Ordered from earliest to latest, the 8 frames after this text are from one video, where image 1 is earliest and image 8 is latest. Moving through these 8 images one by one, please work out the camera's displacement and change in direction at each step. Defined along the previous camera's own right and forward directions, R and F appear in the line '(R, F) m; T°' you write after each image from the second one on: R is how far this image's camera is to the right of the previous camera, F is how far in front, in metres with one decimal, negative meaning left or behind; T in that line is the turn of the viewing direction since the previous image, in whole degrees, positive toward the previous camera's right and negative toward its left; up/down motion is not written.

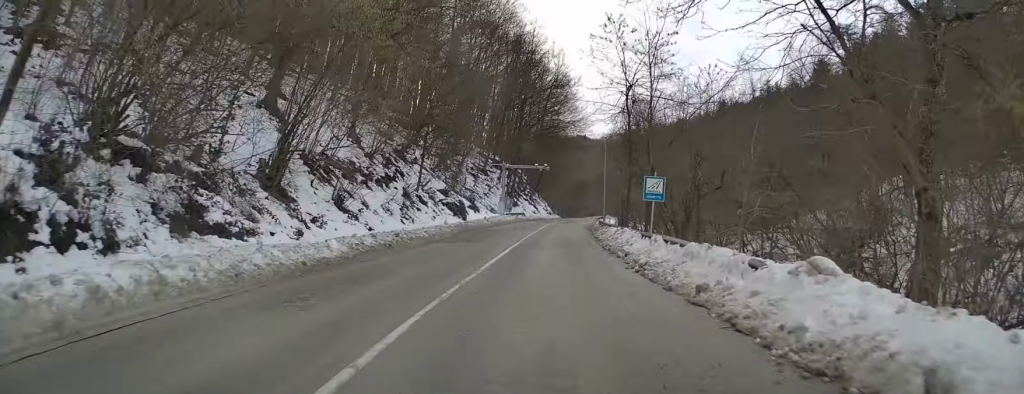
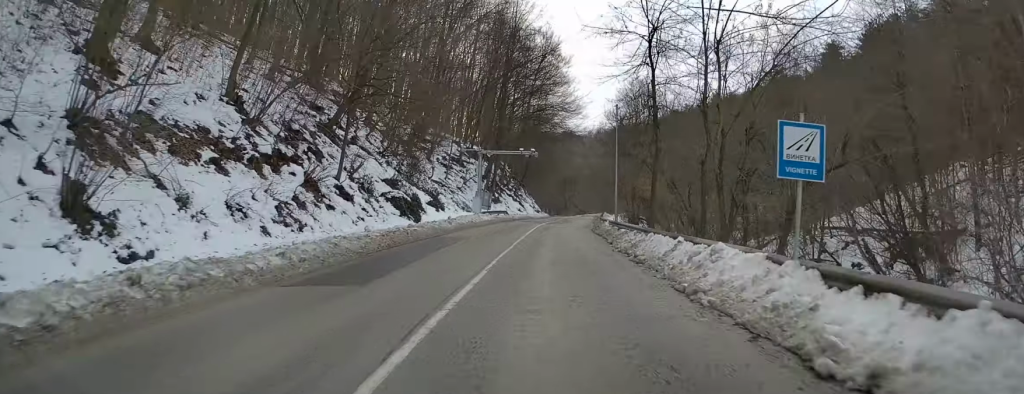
(+0.5, +14.3) m; +1°
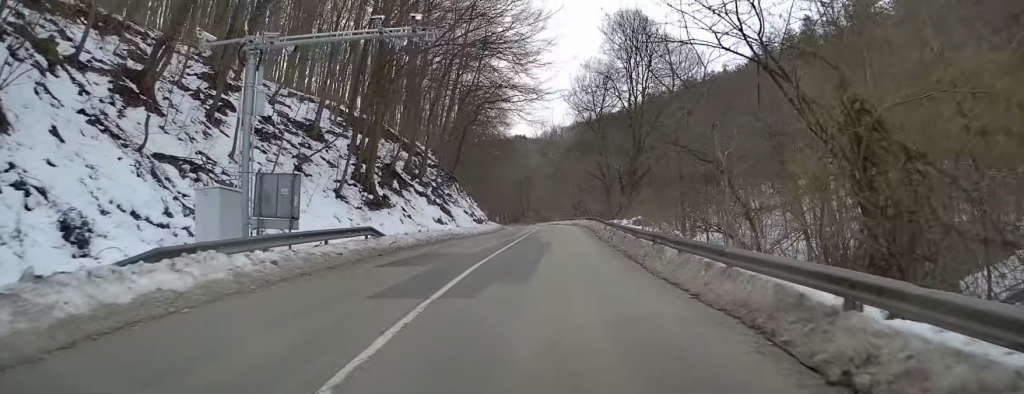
(-0.3, +39.2) m; +2°
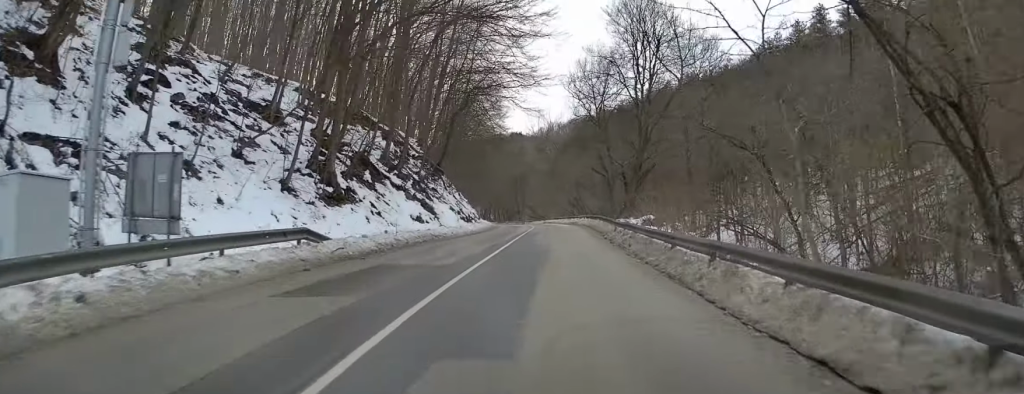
(+0.1, +6.0) m; +1°
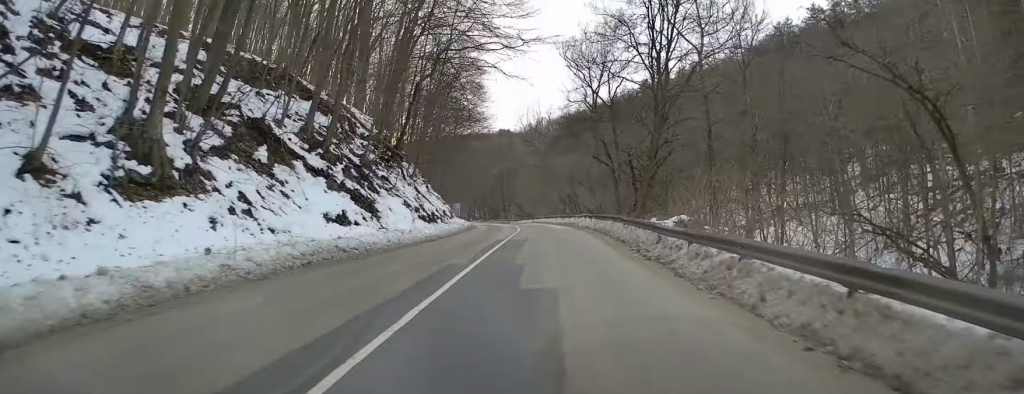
(+0.3, +12.5) m; +1°
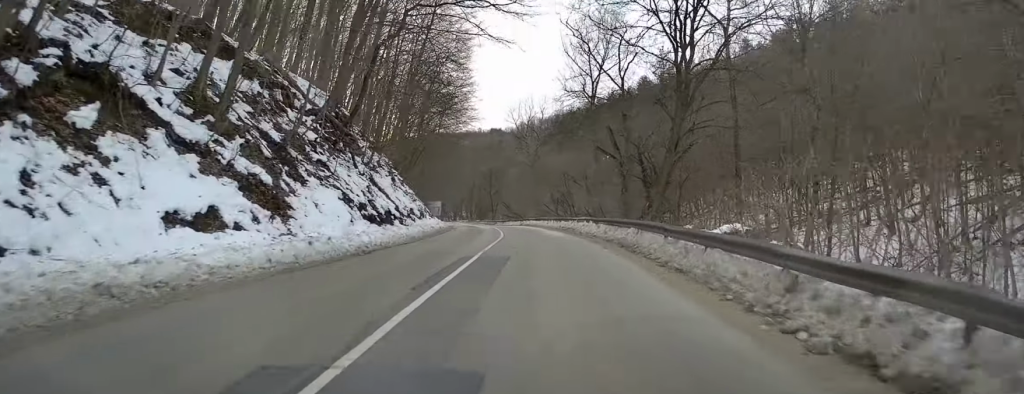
(0.0, +9.5) m; 0°
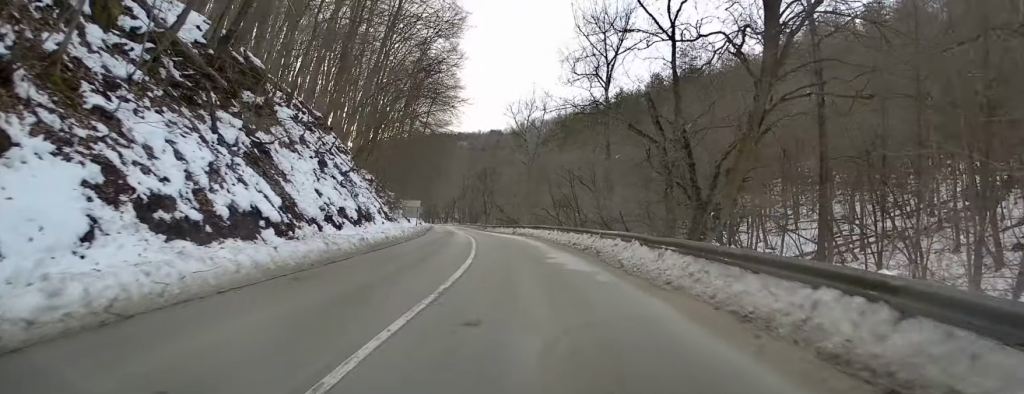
(0.0, +14.9) m; 0°
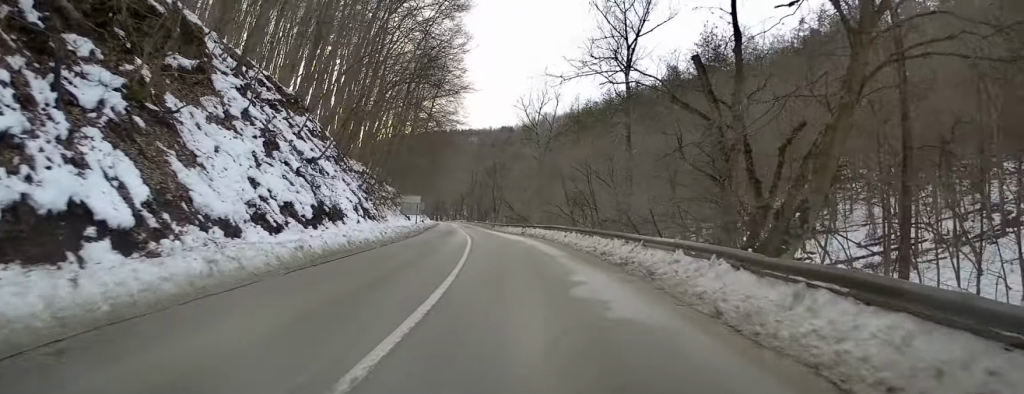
(0.0, +7.3) m; -1°
